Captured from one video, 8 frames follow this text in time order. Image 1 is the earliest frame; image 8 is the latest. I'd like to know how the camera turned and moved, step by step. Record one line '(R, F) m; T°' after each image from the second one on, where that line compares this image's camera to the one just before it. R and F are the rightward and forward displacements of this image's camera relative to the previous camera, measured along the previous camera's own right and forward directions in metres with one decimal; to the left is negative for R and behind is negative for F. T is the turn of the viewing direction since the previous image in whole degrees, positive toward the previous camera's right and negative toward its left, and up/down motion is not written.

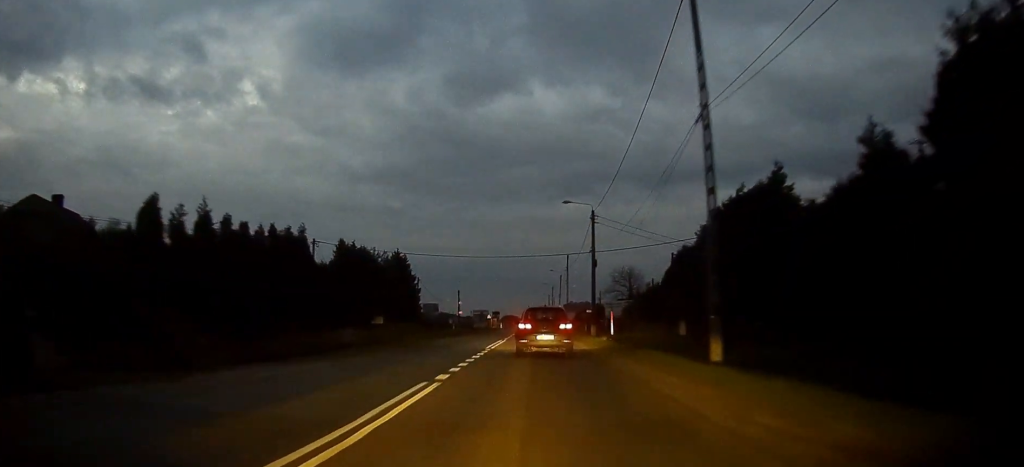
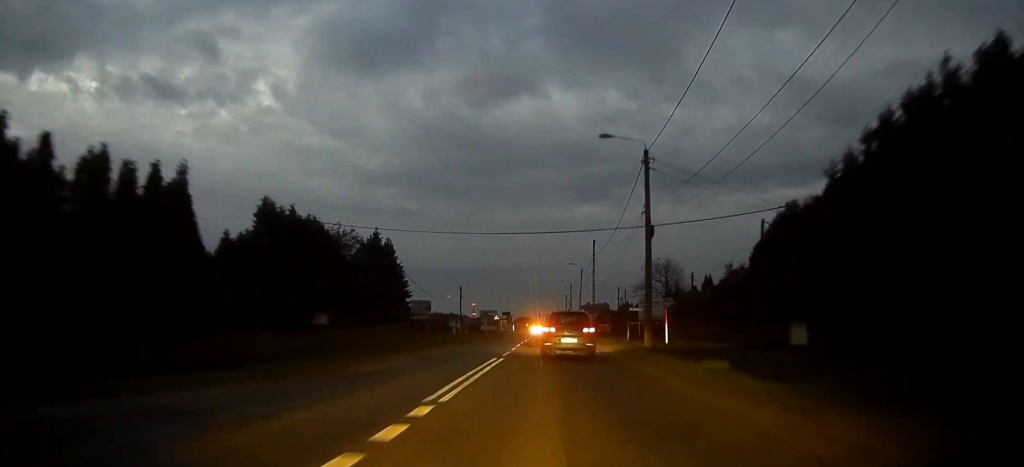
(-0.2, +19.0) m; 0°
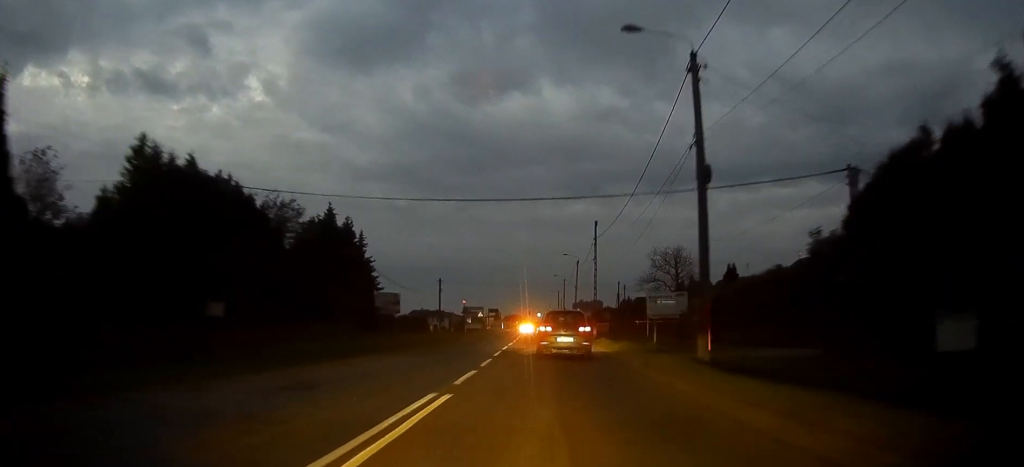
(+0.1, +12.2) m; +1°
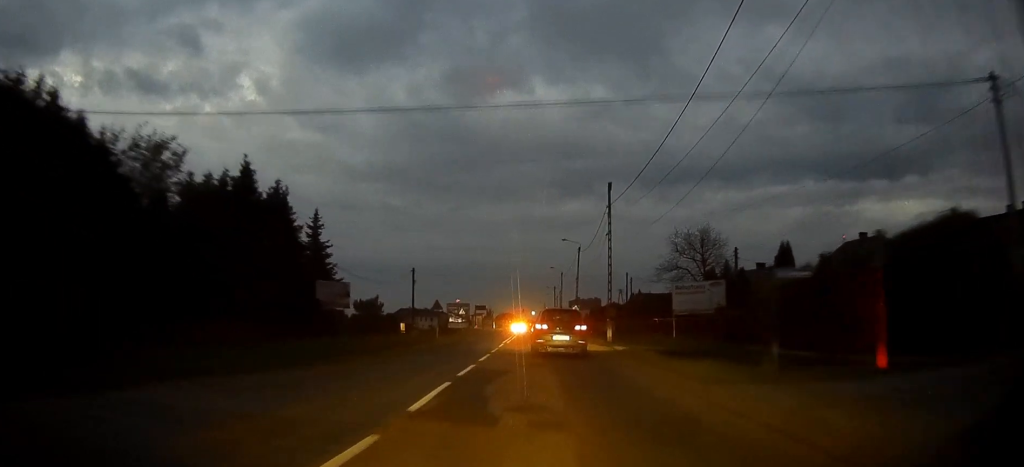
(0.0, +15.3) m; 0°
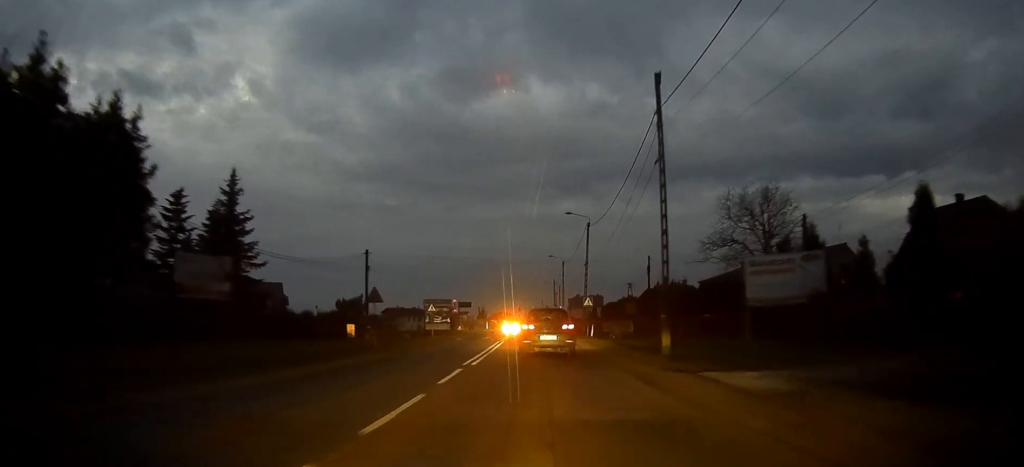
(+0.1, +18.5) m; 0°
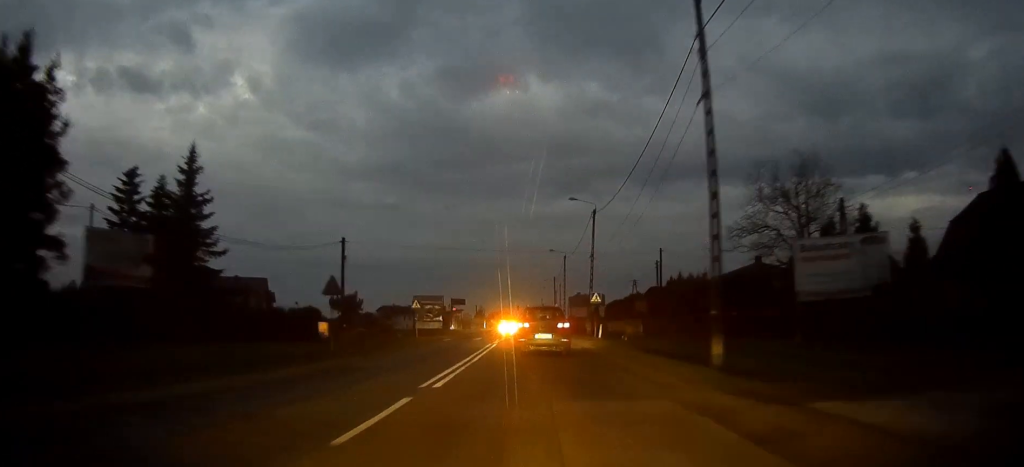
(0.0, +6.7) m; 0°
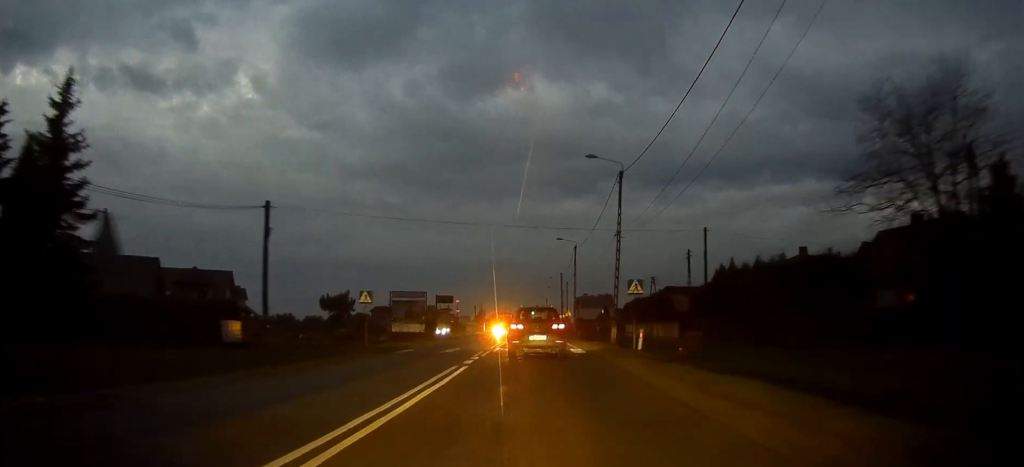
(0.0, +14.7) m; 0°
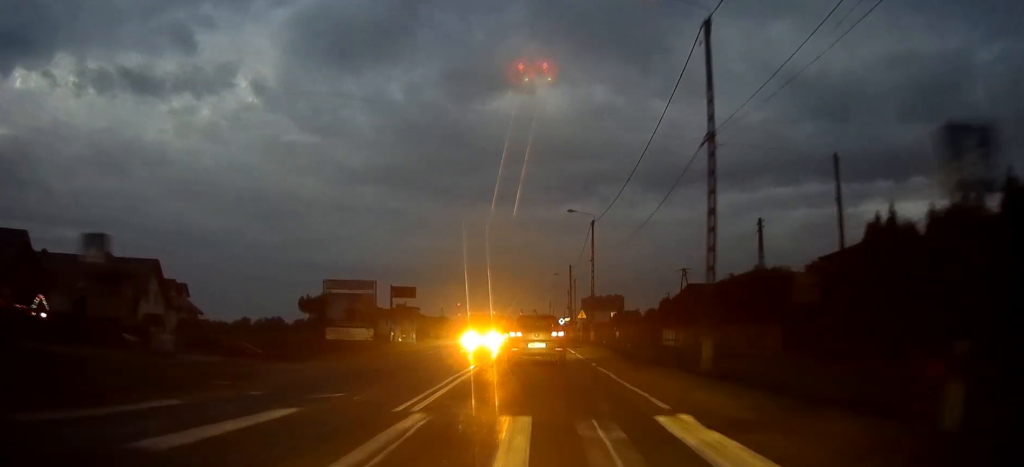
(+0.1, +21.0) m; 0°
